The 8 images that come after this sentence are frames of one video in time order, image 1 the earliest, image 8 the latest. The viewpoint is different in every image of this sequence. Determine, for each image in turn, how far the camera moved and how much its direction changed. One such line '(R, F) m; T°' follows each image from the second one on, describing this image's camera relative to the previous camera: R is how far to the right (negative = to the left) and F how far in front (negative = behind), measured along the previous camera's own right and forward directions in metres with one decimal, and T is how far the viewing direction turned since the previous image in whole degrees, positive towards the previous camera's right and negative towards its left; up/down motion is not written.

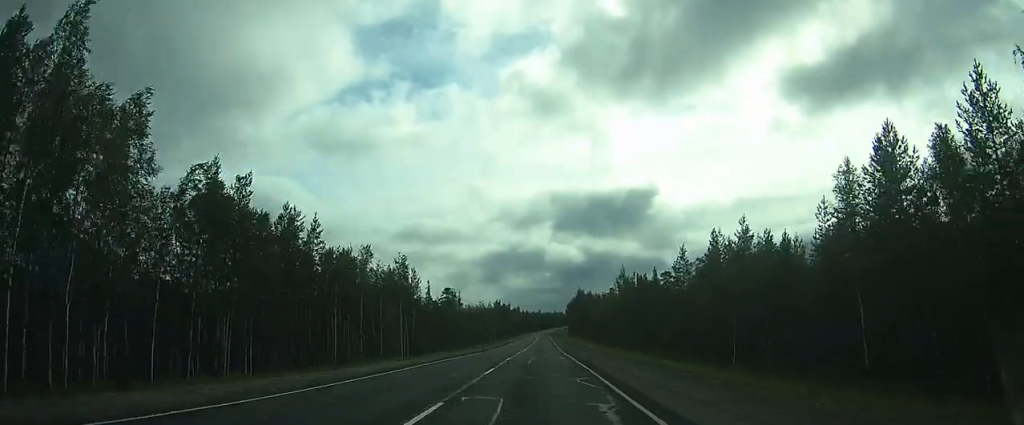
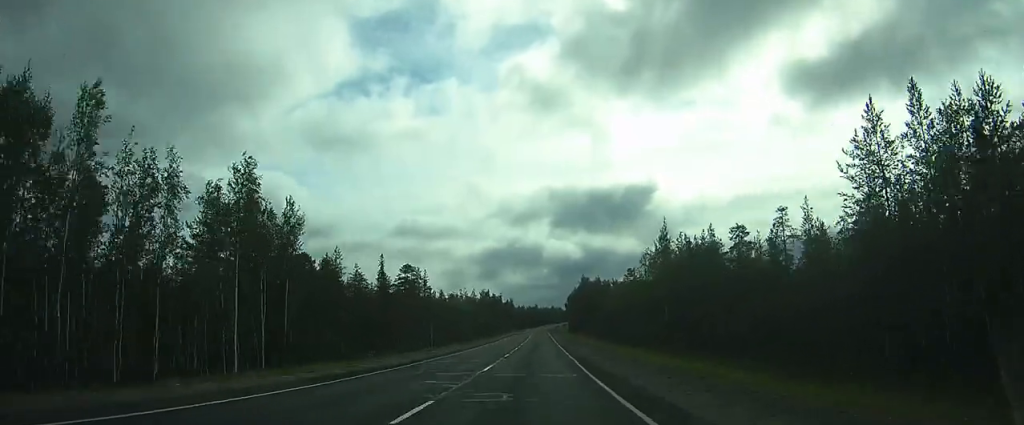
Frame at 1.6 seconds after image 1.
(0.0, +35.3) m; 0°
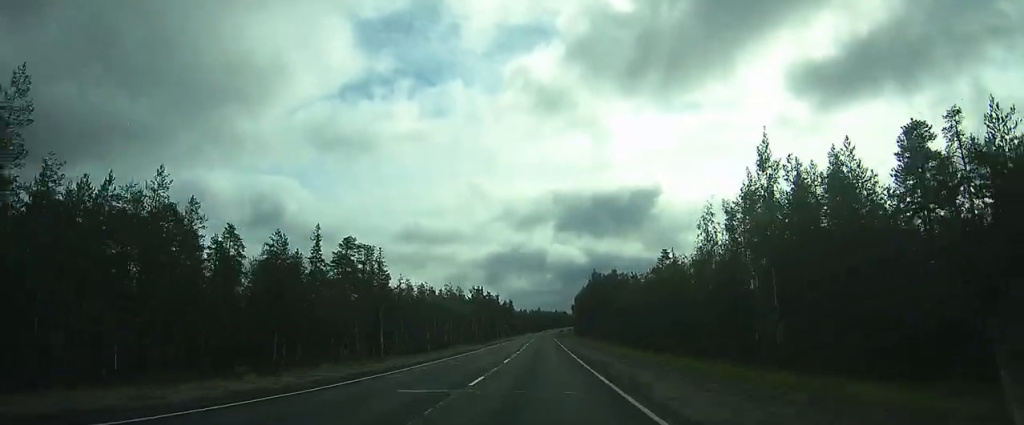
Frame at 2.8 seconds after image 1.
(-0.1, +28.2) m; -1°
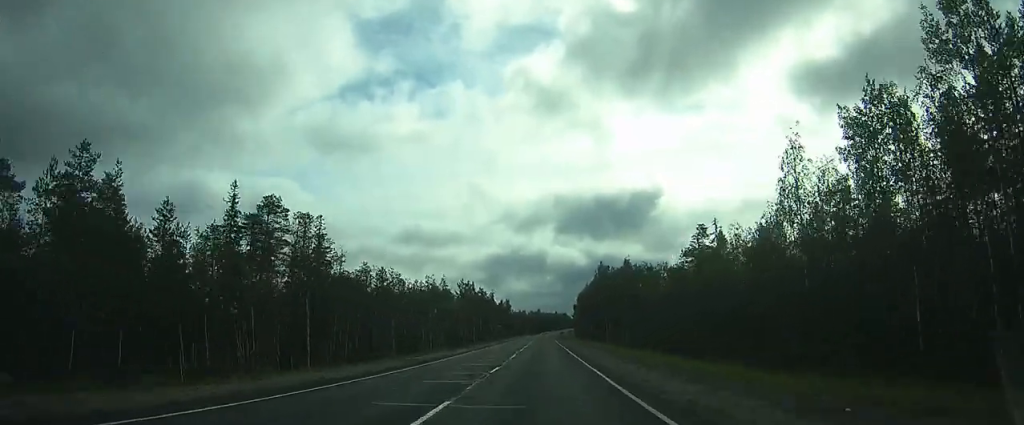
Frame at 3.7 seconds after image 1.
(-0.1, +18.6) m; -1°
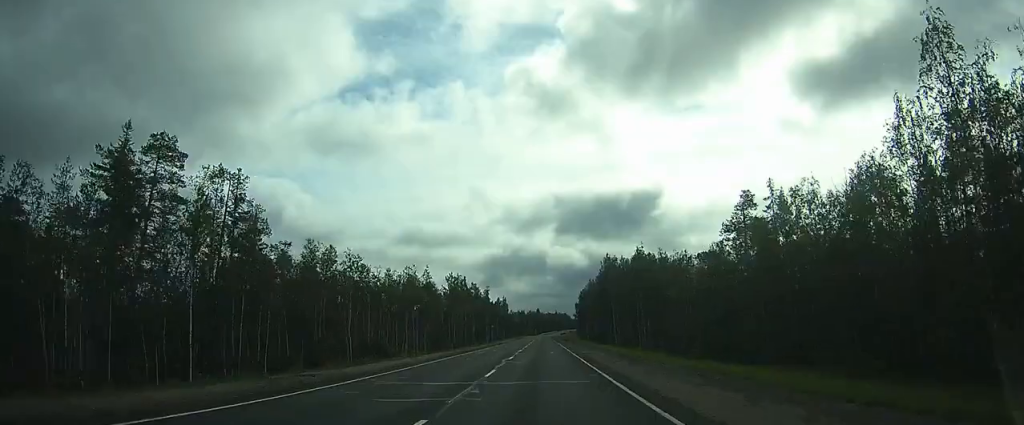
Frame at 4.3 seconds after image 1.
(0.0, +14.1) m; -1°
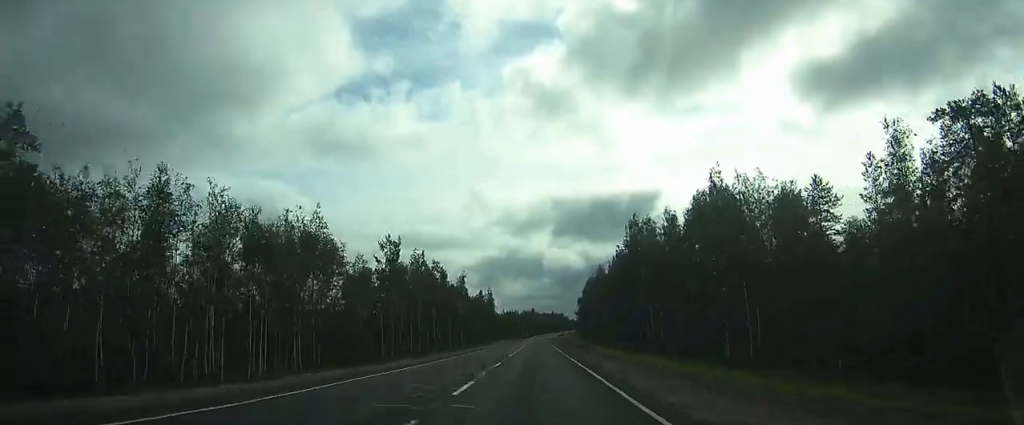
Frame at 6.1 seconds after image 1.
(-0.4, +40.4) m; -1°
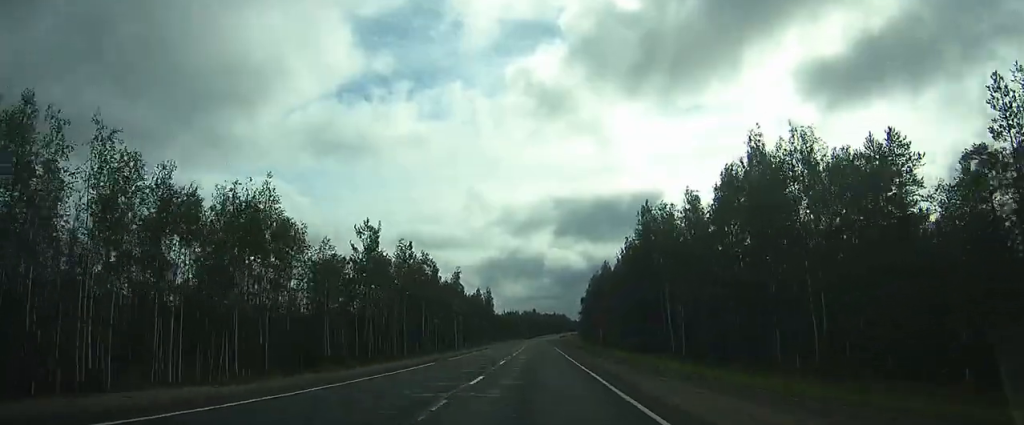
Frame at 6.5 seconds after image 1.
(0.0, +9.0) m; 0°
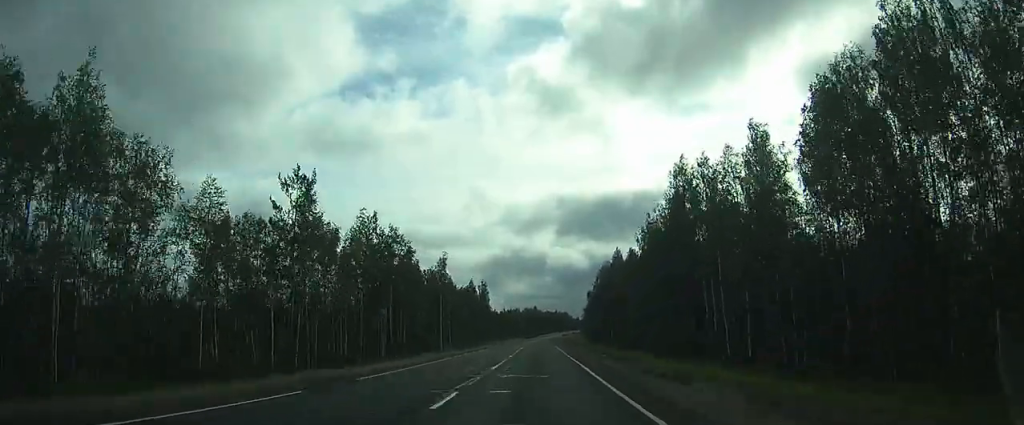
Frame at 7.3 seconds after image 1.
(0.0, +17.4) m; -1°
